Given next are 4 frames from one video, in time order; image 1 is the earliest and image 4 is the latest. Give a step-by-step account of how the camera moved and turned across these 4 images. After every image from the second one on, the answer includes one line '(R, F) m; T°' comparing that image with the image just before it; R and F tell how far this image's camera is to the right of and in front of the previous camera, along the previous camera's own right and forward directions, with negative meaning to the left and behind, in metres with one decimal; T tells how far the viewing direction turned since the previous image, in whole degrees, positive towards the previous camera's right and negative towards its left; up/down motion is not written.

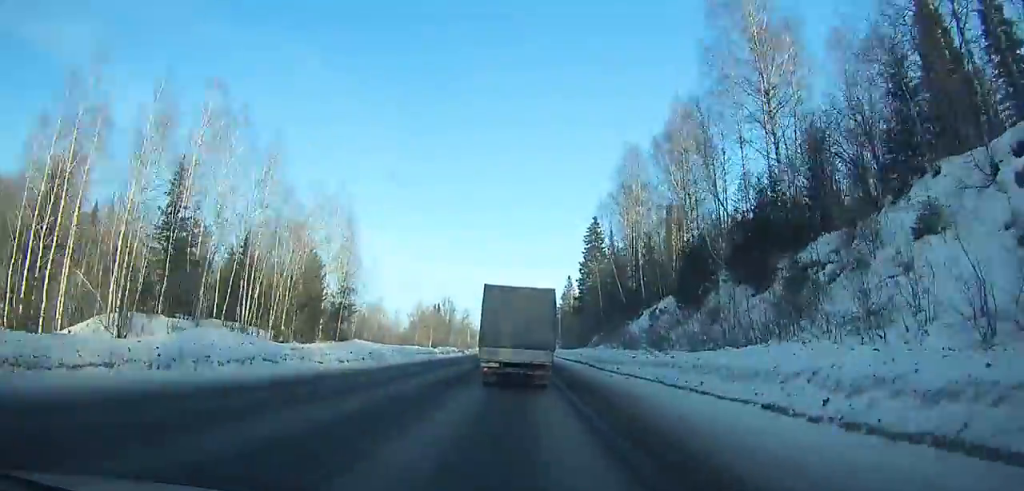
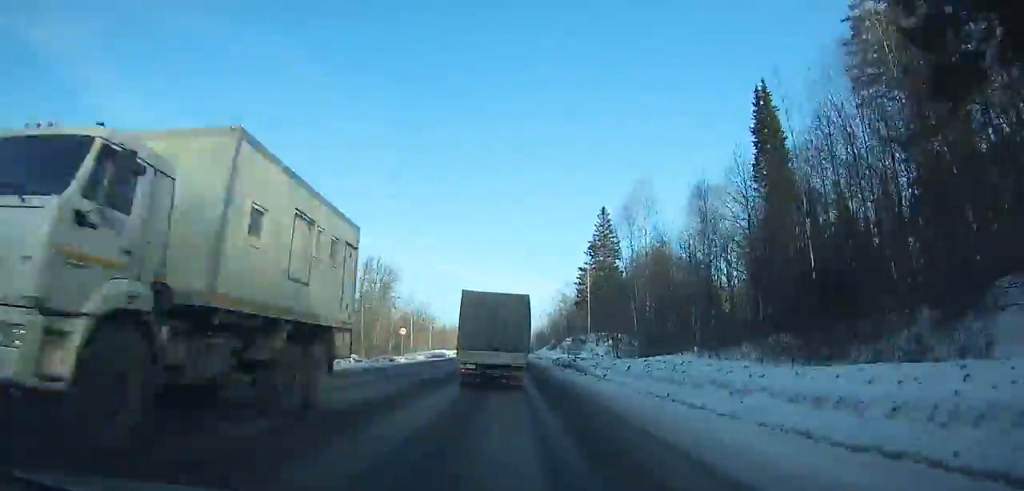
(+1.5, +100.0) m; 0°
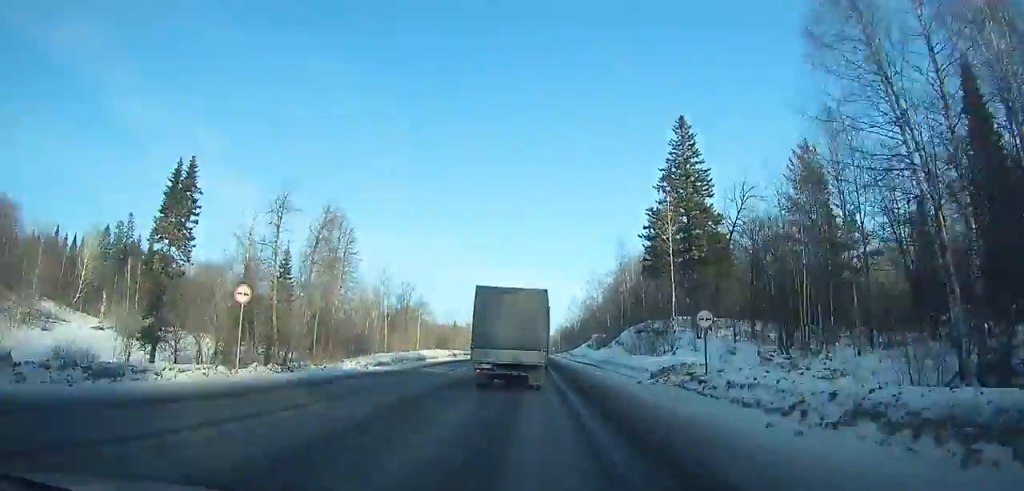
(-0.5, +38.1) m; -1°
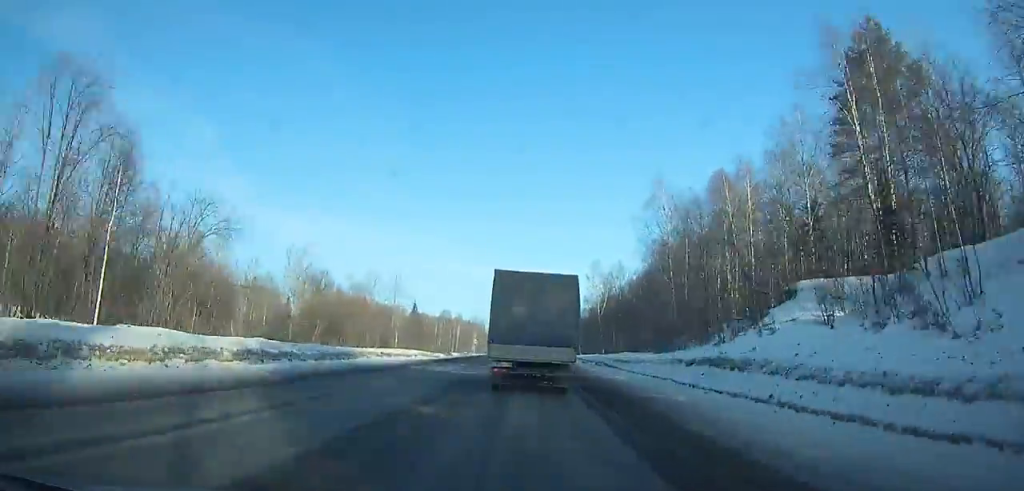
(+0.1, +68.2) m; 0°
